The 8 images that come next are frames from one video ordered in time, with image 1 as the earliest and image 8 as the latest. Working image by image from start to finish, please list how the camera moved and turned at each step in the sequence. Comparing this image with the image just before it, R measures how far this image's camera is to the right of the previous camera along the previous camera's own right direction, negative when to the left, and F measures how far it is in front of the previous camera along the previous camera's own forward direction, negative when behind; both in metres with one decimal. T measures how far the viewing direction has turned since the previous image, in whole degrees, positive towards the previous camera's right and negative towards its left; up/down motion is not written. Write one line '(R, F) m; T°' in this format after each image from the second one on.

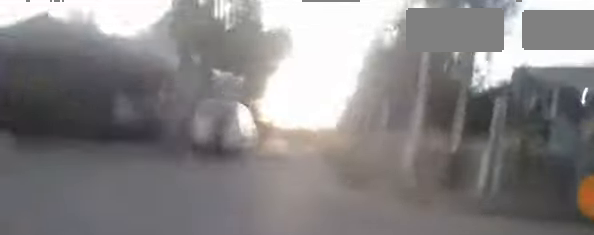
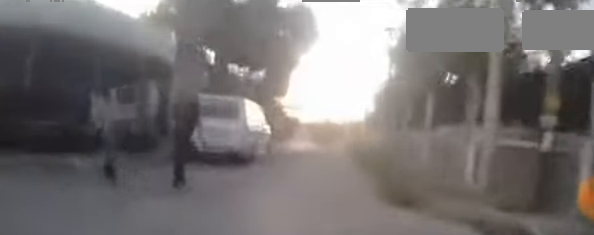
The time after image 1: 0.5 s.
(+0.2, +2.7) m; +3°
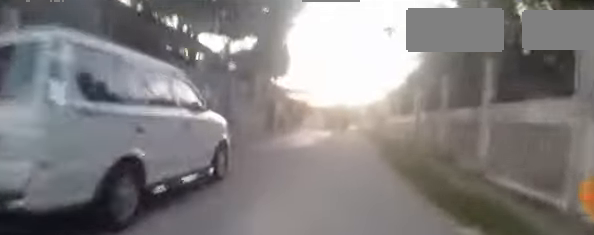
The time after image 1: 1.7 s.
(+0.1, +6.4) m; +1°
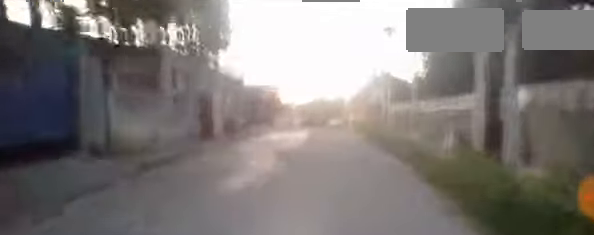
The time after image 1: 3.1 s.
(0.0, +7.5) m; 0°
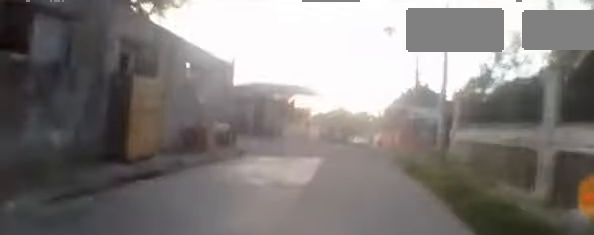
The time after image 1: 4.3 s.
(0.0, +6.6) m; 0°
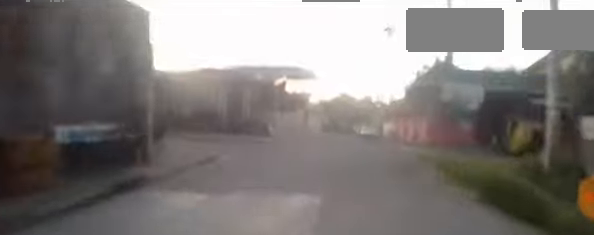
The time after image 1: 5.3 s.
(0.0, +5.7) m; -3°
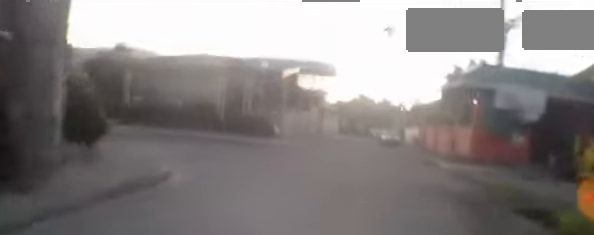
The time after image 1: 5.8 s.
(0.0, +3.2) m; -4°
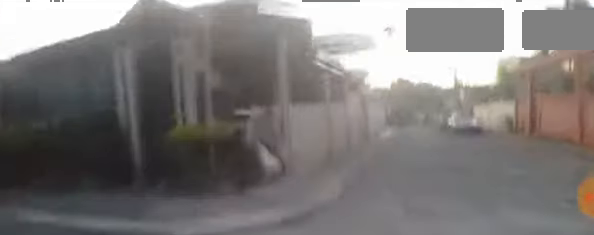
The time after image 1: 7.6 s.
(-1.4, +9.7) m; -14°
